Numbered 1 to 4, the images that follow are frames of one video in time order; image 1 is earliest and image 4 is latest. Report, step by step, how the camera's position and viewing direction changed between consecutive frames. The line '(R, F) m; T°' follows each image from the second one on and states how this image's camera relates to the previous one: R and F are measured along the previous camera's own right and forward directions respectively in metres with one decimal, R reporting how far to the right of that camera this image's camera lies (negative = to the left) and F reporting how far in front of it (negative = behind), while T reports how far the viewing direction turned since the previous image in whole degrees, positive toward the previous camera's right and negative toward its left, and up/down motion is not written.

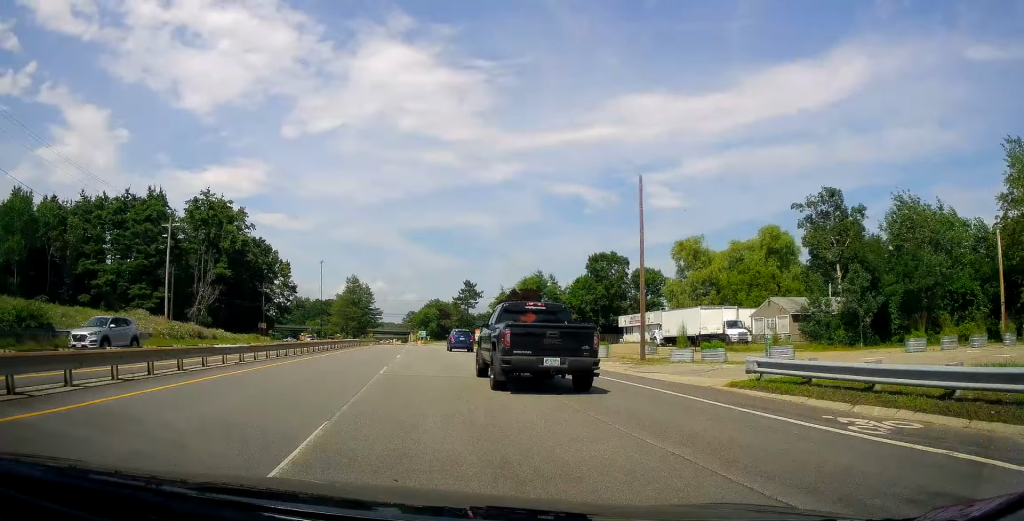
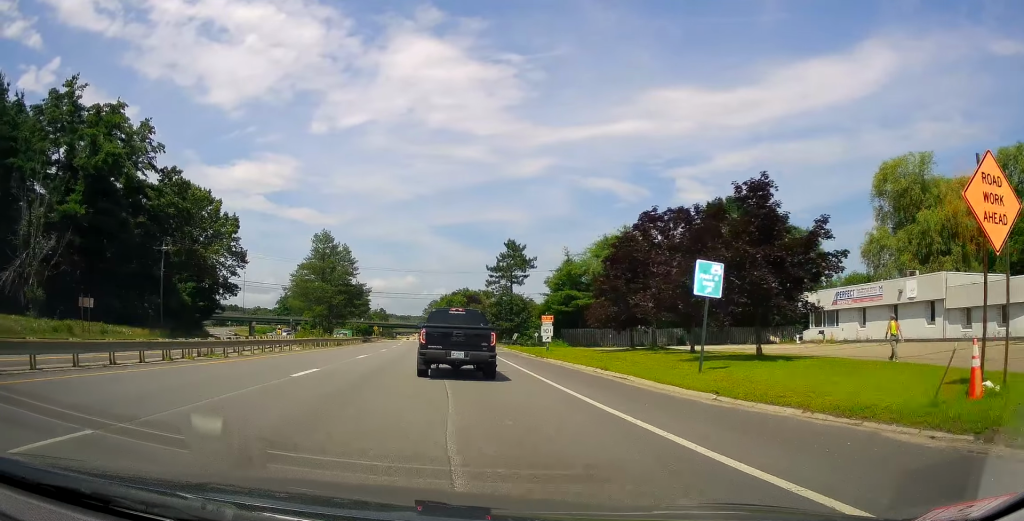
(-0.6, +51.9) m; -3°
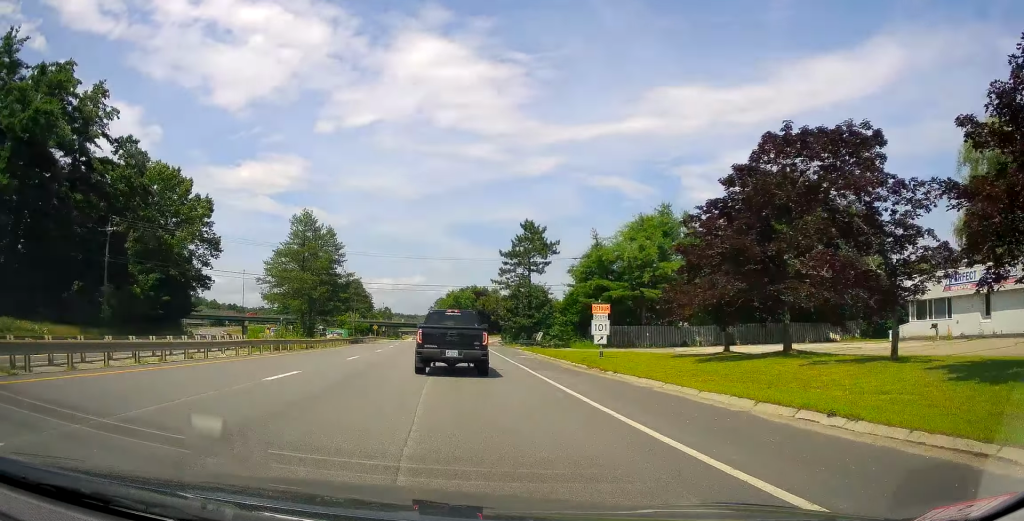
(-0.3, +14.0) m; -1°
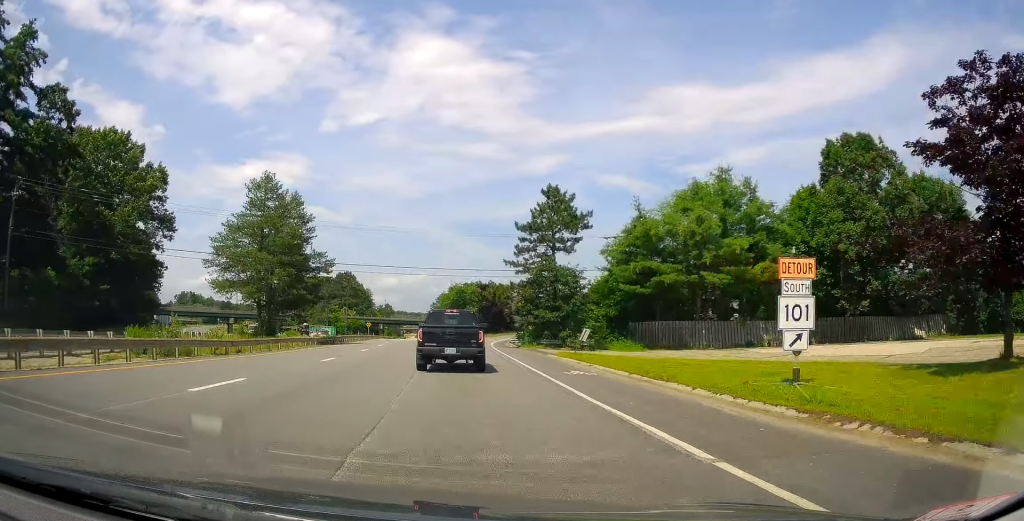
(+0.2, +15.9) m; +1°
